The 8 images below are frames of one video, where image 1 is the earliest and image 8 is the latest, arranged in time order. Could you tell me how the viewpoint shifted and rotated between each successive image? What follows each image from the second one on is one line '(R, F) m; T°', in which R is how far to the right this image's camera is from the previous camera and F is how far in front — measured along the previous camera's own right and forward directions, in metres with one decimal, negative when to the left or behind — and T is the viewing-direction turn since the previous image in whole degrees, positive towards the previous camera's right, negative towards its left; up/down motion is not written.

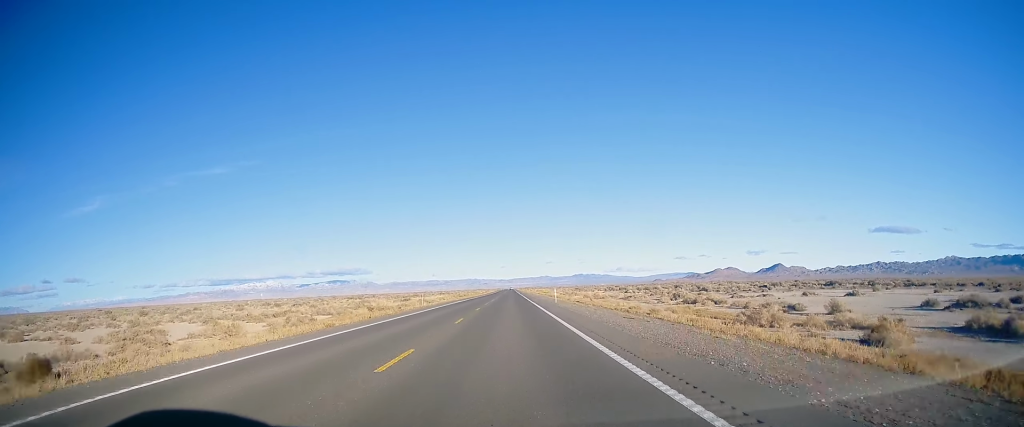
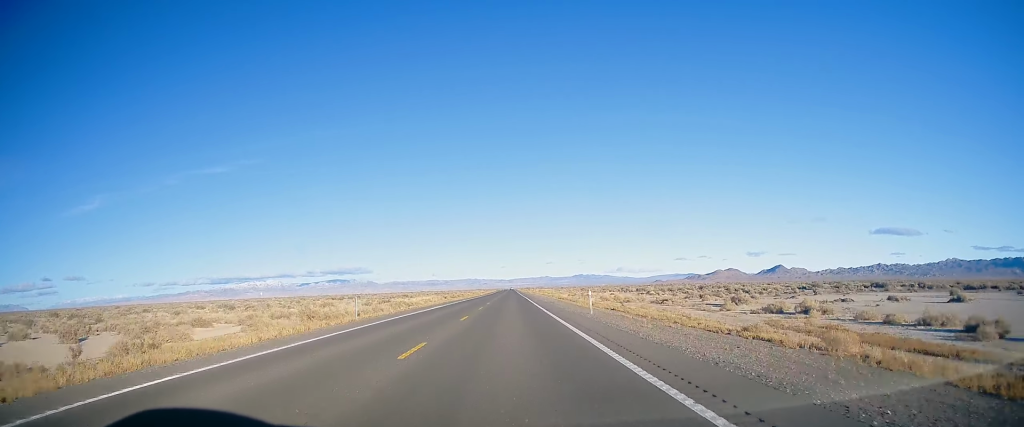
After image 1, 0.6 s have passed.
(-0.2, +22.6) m; 0°
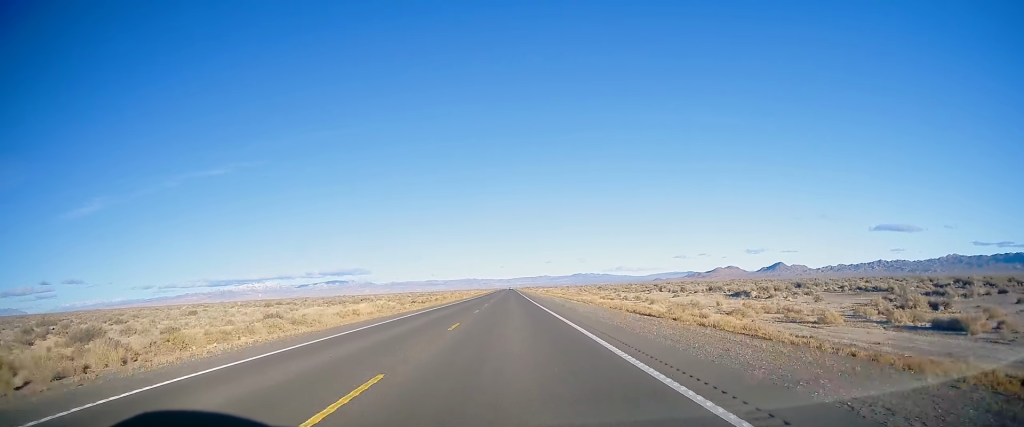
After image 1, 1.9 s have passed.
(+0.1, +53.5) m; 0°
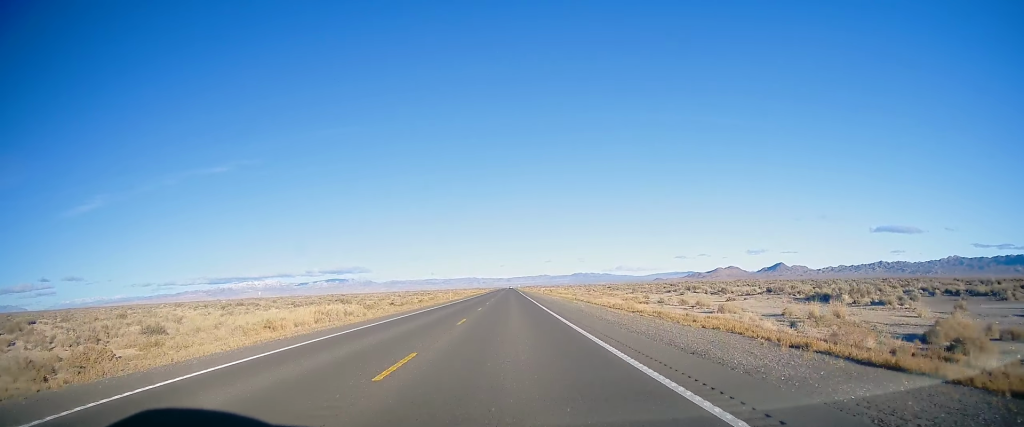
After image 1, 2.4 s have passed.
(0.0, +21.5) m; 0°
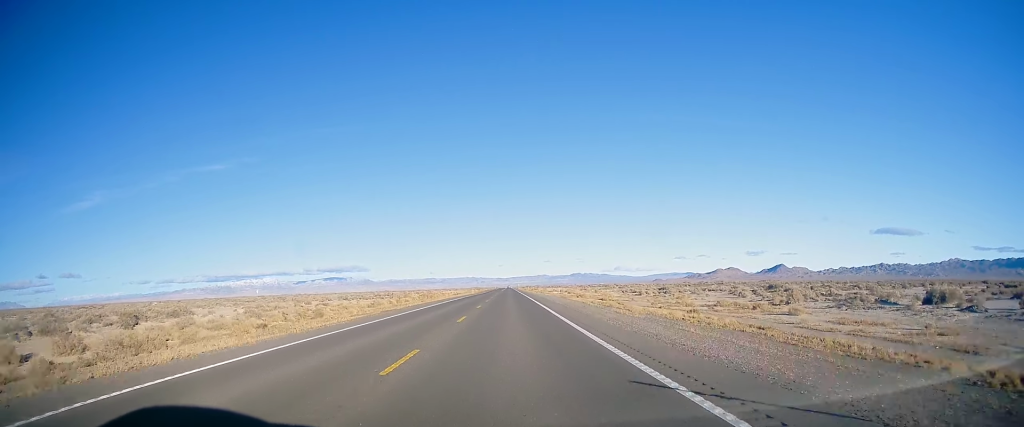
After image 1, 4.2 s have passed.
(+0.3, +72.8) m; 0°
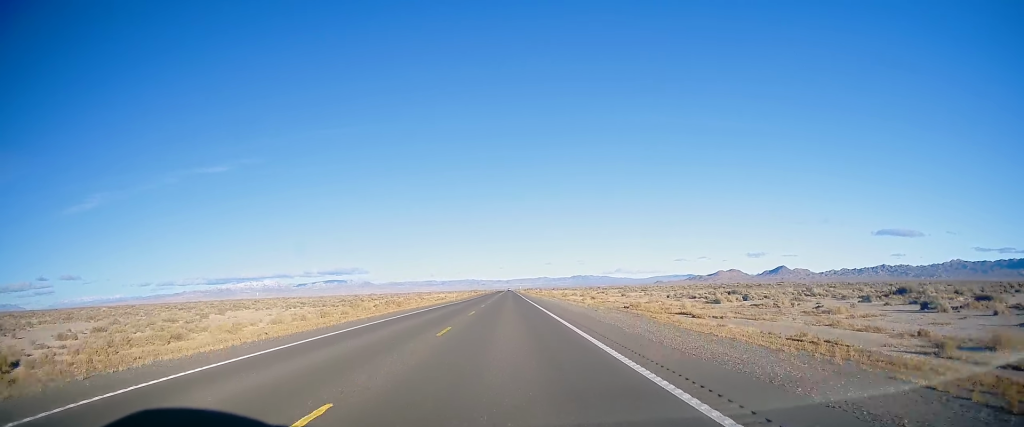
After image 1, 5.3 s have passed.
(-0.5, +42.0) m; 0°
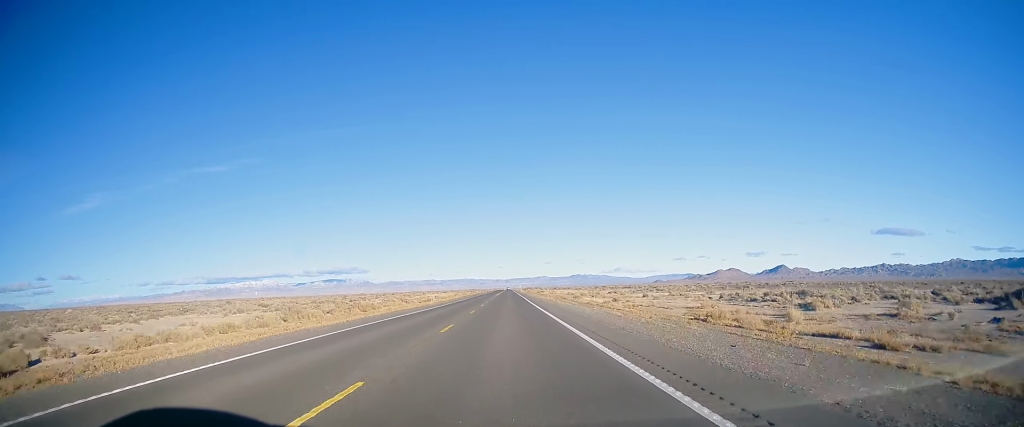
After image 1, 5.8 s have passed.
(+0.2, +23.1) m; 0°
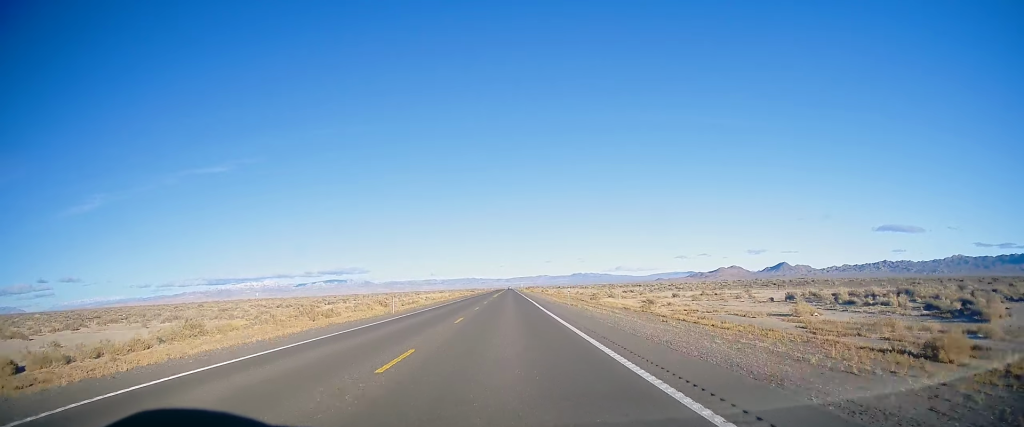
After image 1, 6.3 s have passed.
(0.0, +20.2) m; 0°
